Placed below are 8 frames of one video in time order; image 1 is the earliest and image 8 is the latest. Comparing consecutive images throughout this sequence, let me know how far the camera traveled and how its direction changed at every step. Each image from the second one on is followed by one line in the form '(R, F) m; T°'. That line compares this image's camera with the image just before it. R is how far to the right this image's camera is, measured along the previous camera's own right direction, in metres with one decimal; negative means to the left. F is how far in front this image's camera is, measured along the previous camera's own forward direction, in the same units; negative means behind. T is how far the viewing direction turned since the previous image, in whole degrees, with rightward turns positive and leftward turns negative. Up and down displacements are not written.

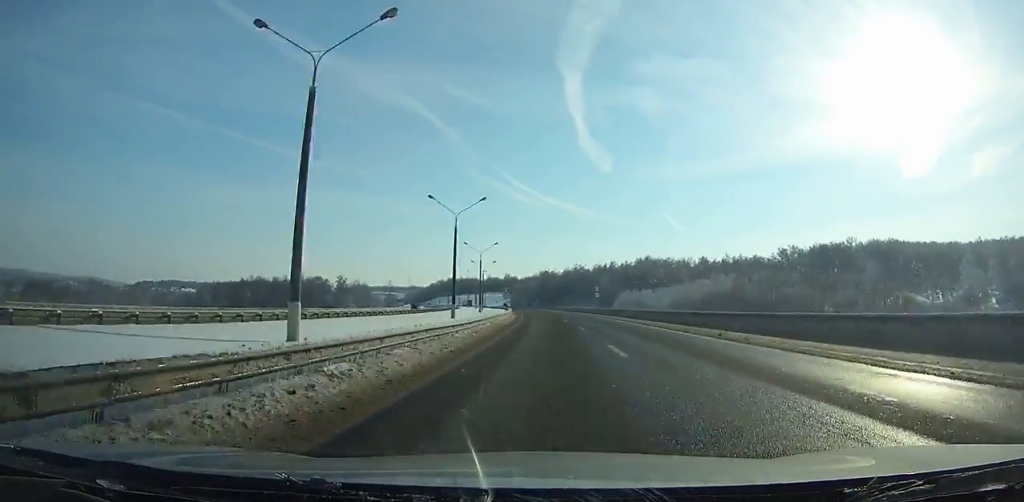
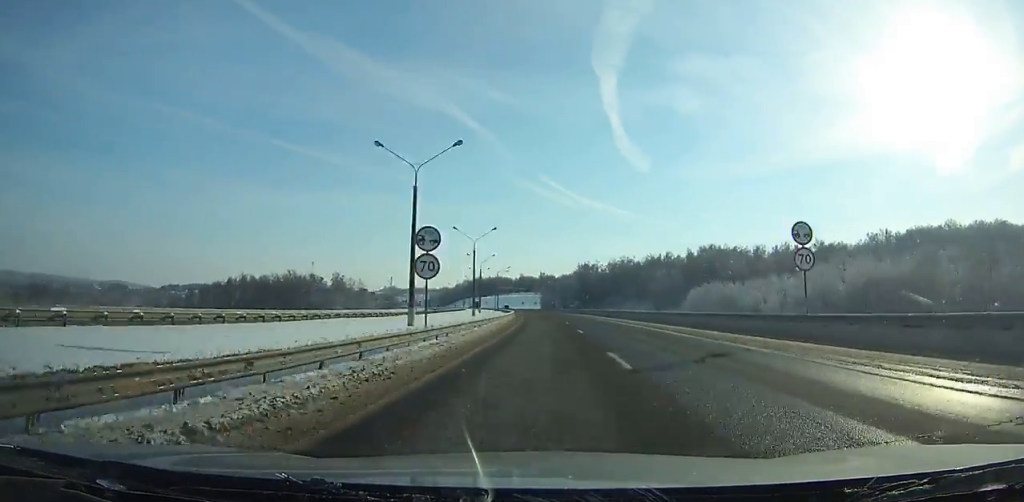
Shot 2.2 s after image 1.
(-1.8, +64.4) m; -3°
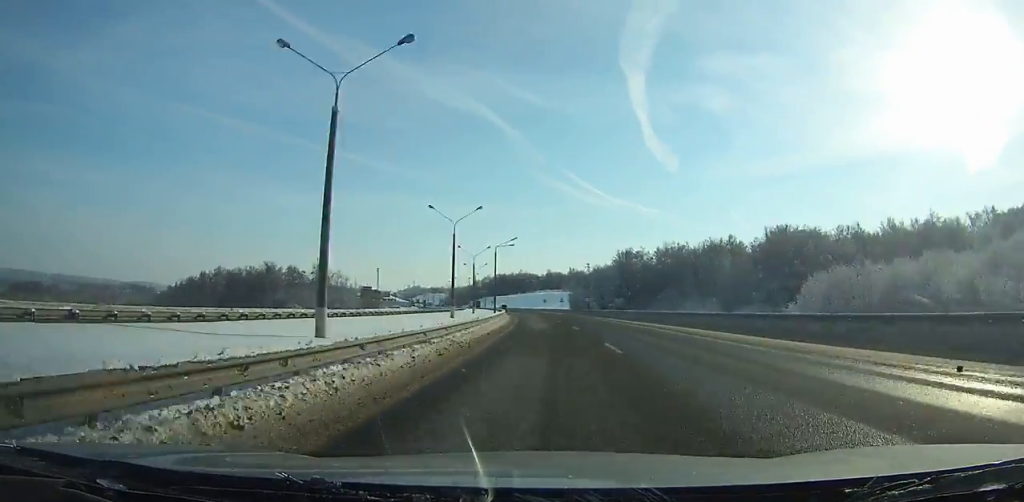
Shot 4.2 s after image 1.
(-0.6, +56.5) m; -3°
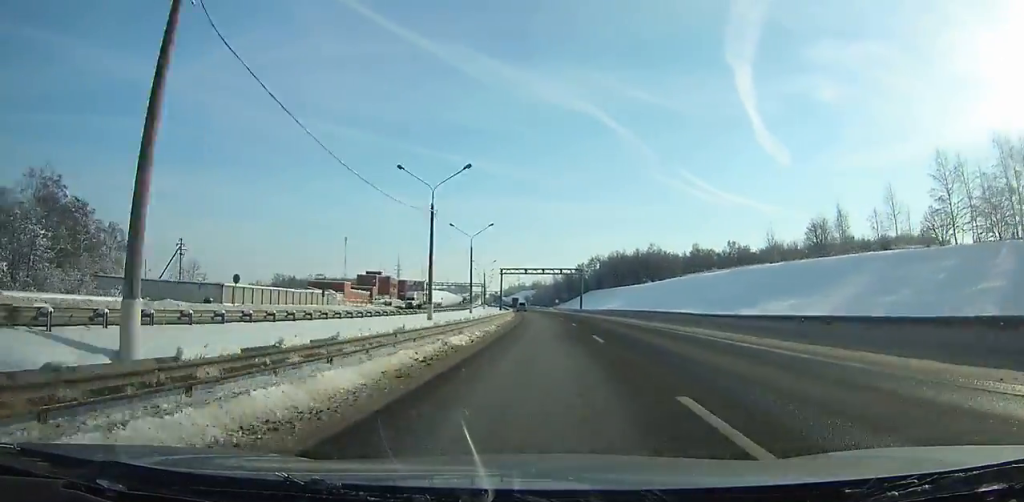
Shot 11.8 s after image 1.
(-17.4, +173.5) m; -11°
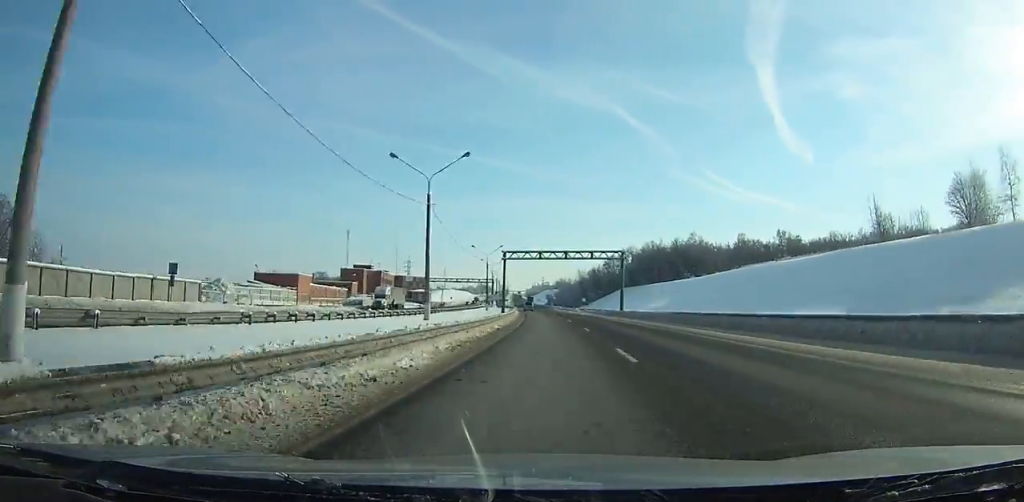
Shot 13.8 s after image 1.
(-0.8, +38.1) m; -2°
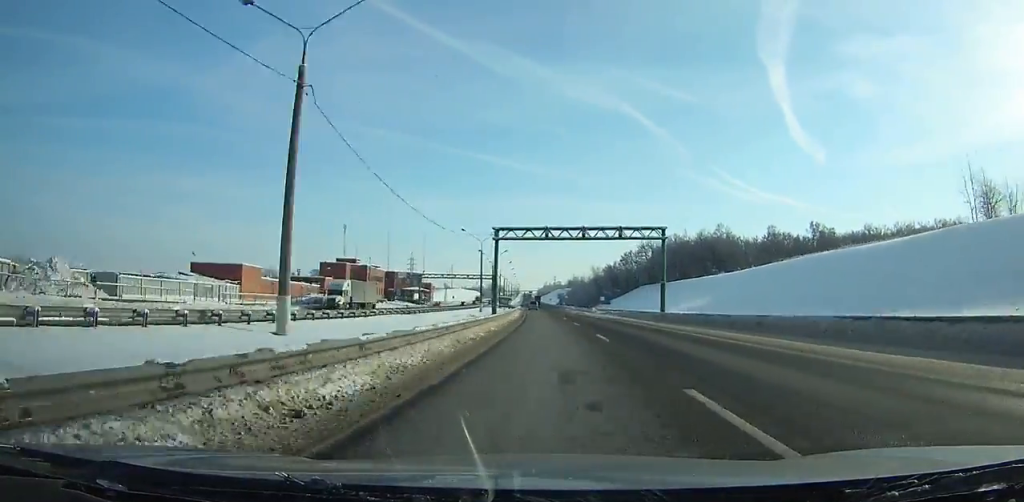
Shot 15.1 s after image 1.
(-0.5, +23.2) m; -1°
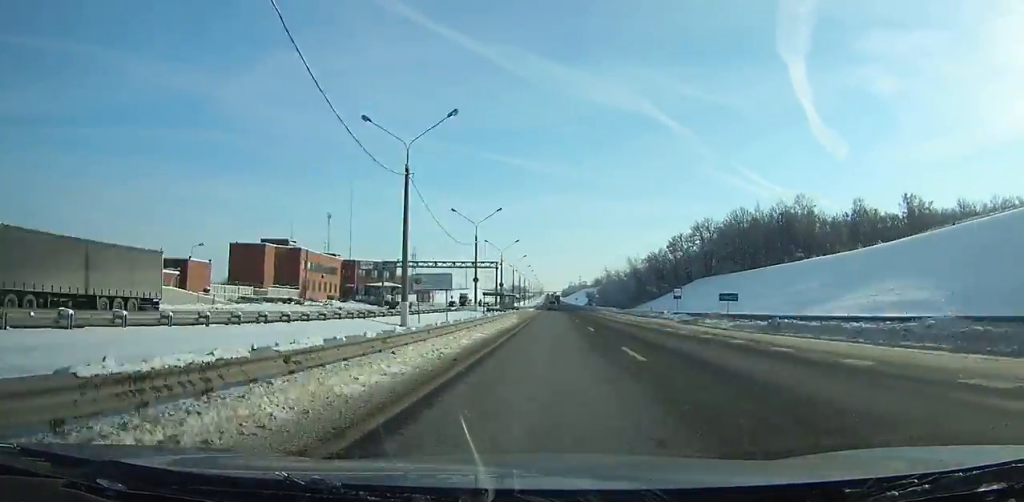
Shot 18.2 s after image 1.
(-1.2, +53.6) m; -2°
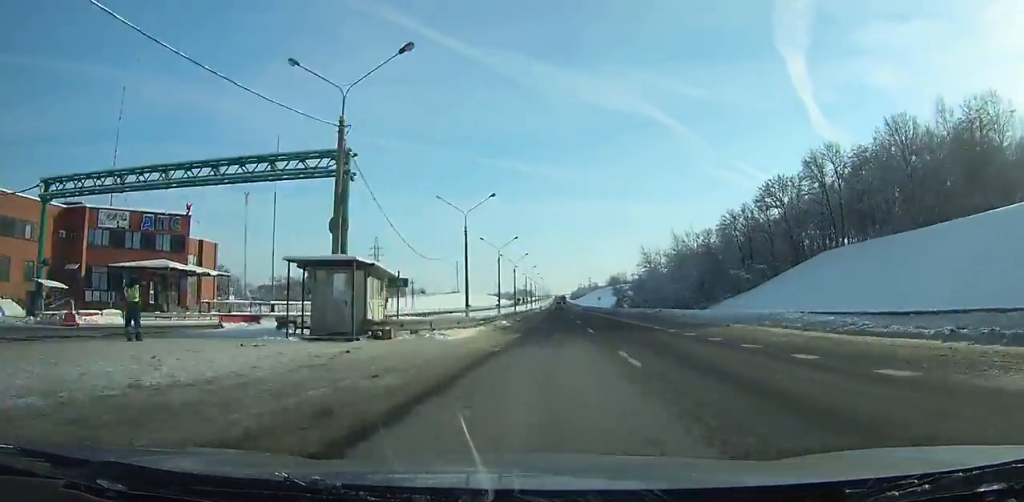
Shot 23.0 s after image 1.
(-0.7, +82.2) m; 0°
